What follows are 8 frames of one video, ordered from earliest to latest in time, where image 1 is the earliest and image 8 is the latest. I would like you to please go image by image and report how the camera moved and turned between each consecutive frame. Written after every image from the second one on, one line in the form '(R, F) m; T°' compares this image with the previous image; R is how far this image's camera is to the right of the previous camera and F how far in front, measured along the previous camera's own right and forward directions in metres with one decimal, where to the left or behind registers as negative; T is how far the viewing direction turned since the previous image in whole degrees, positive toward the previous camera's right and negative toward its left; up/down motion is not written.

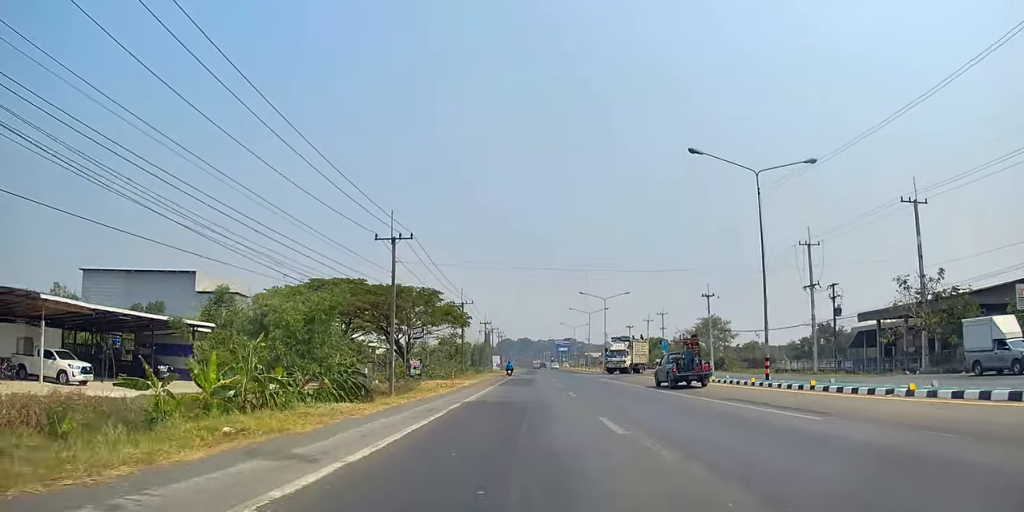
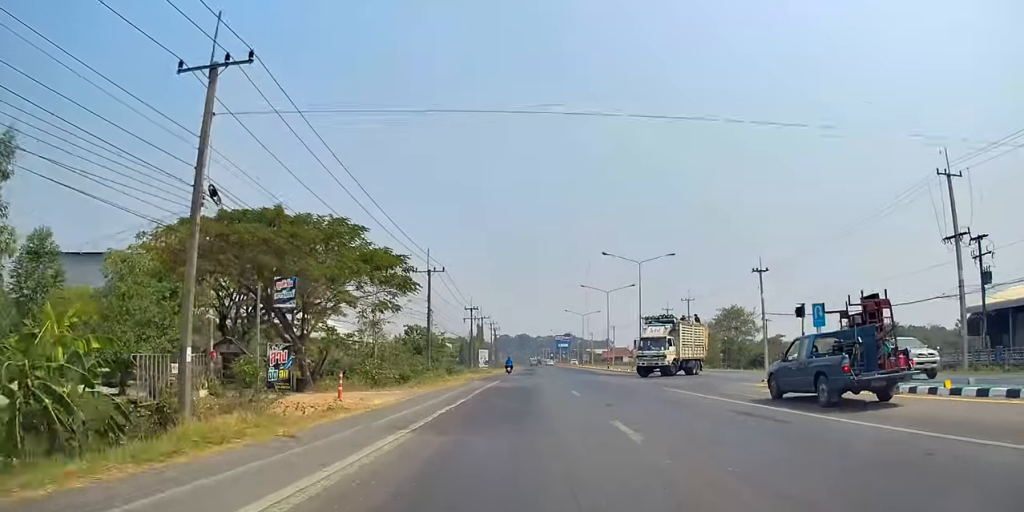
(-0.9, +25.3) m; -2°
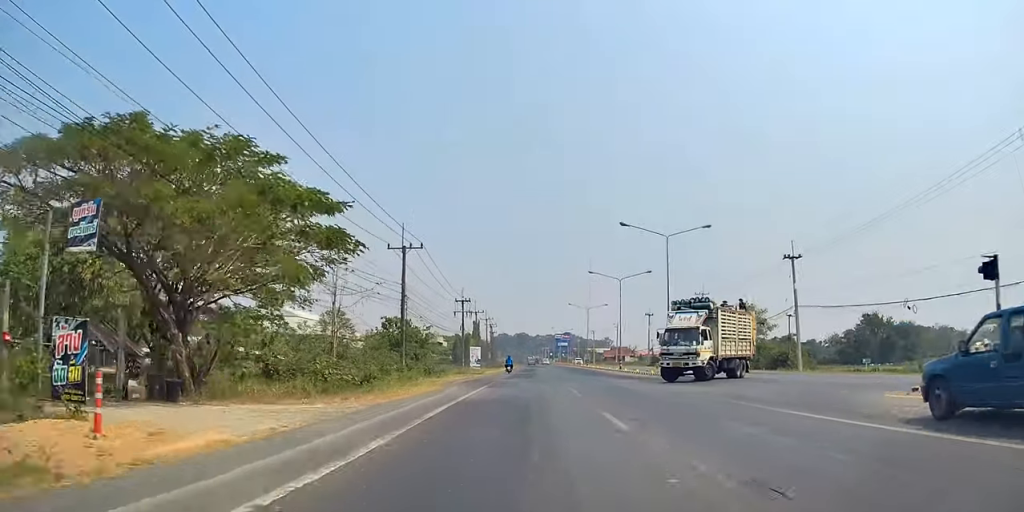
(+0.1, +10.5) m; +1°
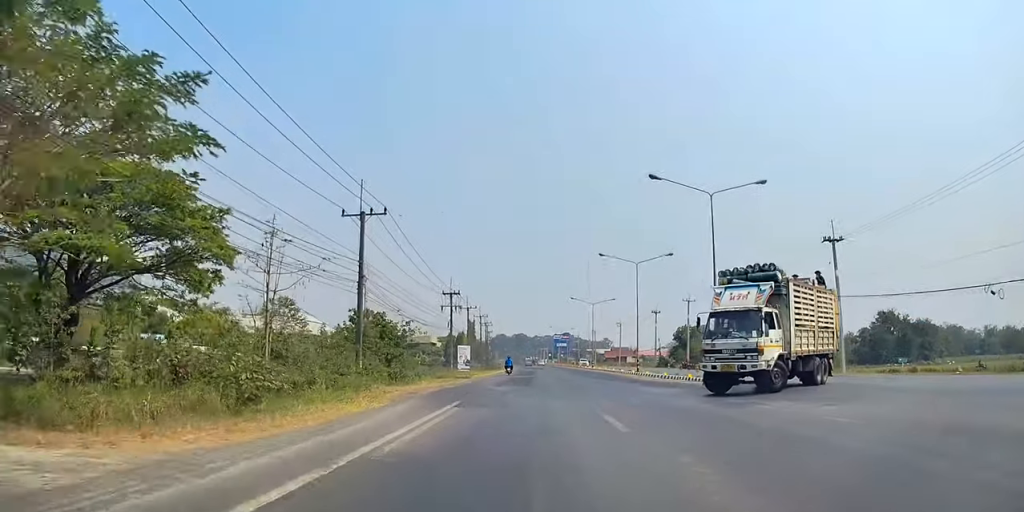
(+0.4, +11.5) m; +2°
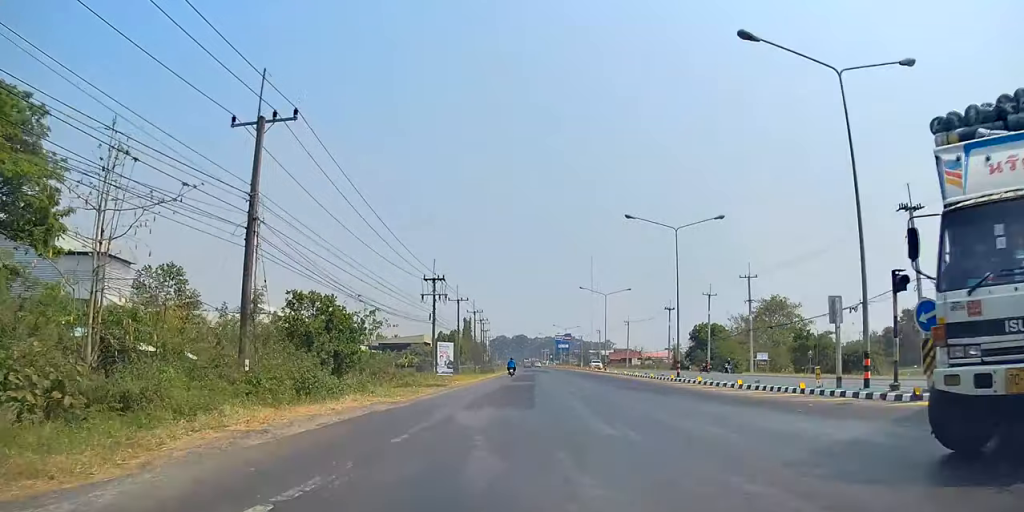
(+0.1, +13.3) m; -1°
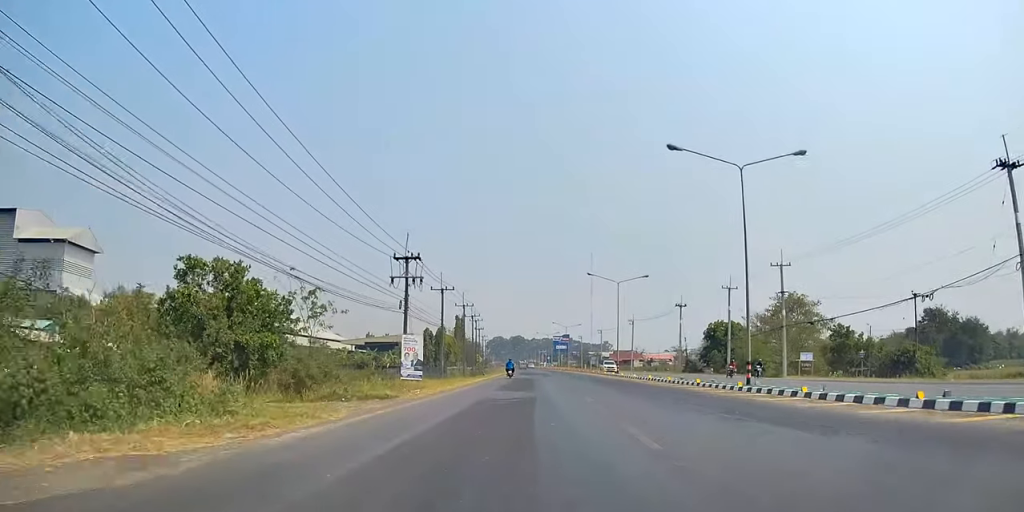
(-0.1, +12.5) m; -1°
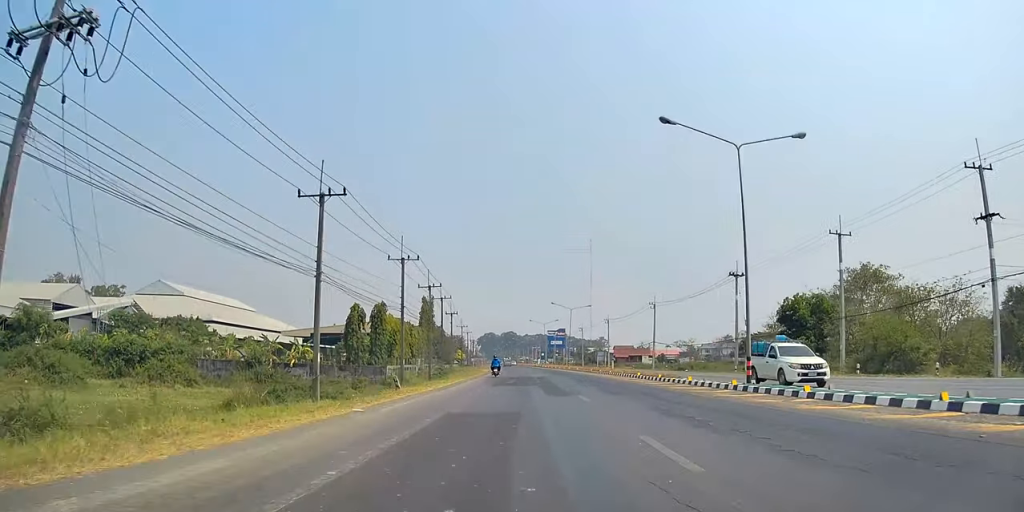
(0.0, +39.0) m; 0°
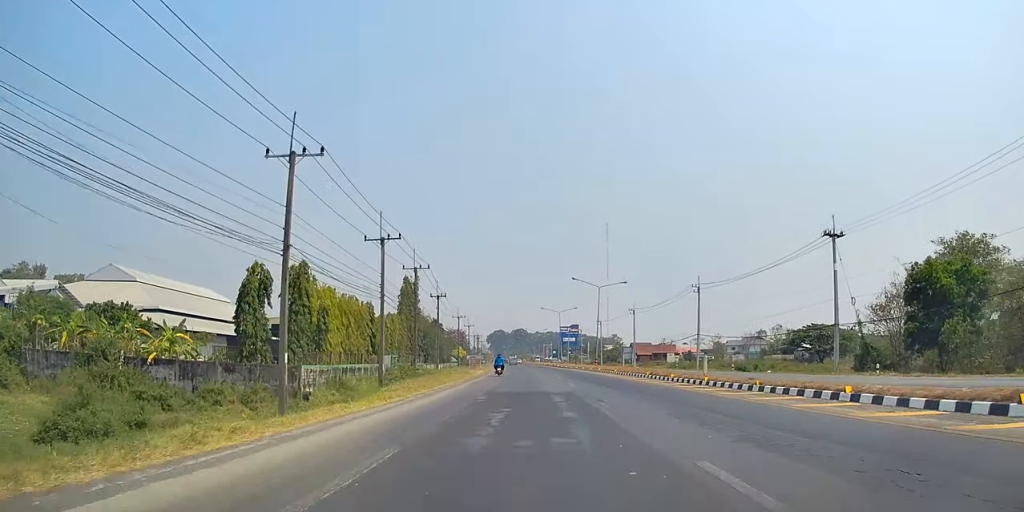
(0.0, +27.1) m; 0°
